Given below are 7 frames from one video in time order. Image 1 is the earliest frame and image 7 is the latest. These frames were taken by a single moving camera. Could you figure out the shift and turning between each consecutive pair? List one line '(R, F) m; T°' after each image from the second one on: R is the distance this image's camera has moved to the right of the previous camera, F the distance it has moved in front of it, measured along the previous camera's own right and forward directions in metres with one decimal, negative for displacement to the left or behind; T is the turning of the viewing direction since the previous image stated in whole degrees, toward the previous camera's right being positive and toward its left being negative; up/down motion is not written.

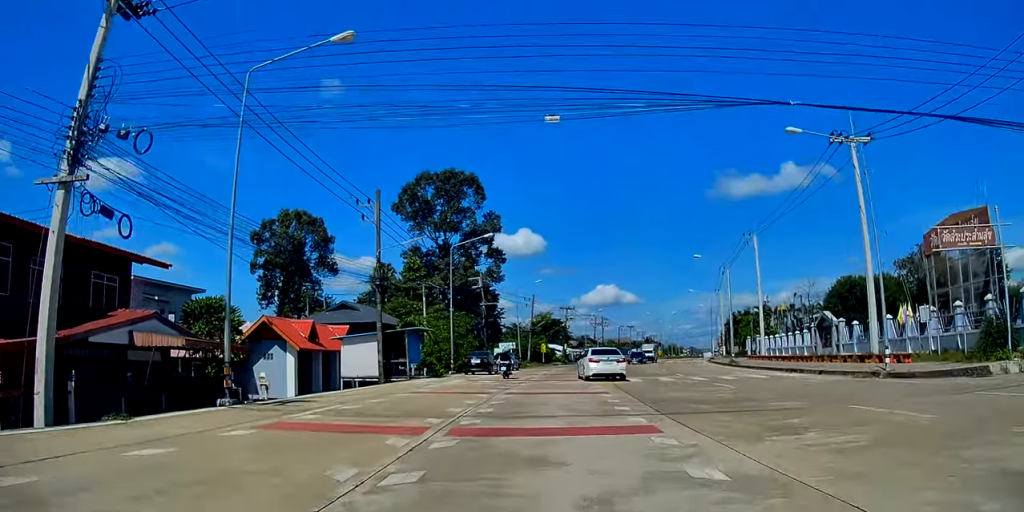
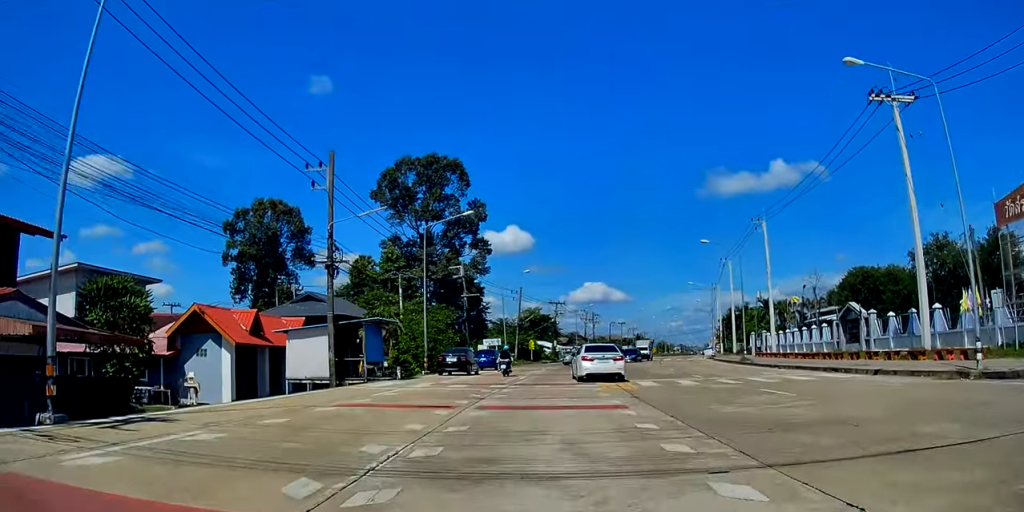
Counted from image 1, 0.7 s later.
(0.0, +5.4) m; +2°
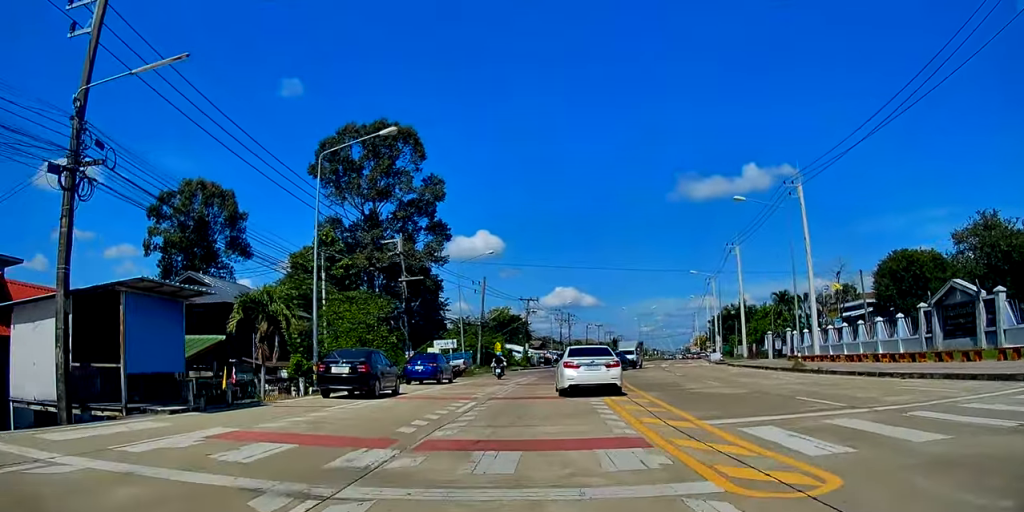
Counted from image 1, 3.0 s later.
(+0.7, +14.2) m; -1°
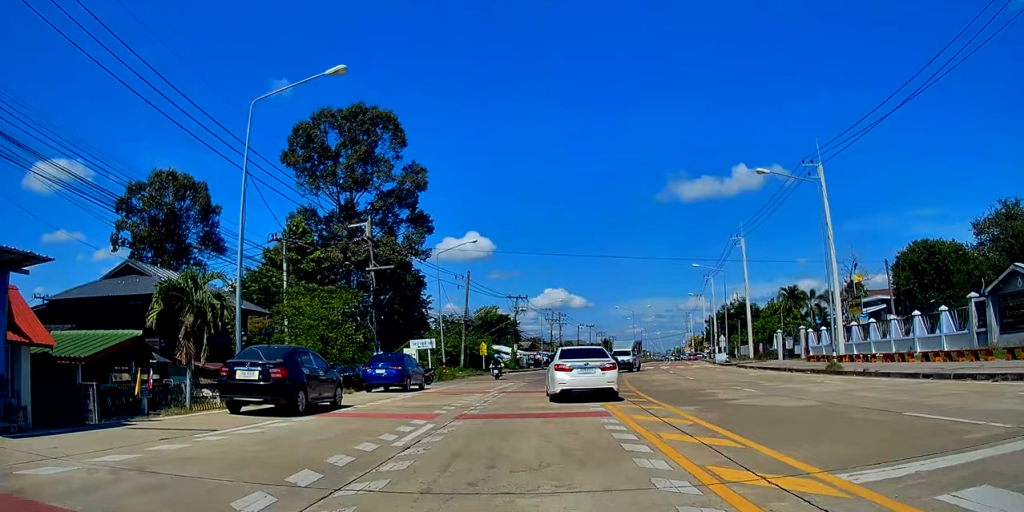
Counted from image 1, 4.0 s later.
(-0.5, +5.2) m; -1°
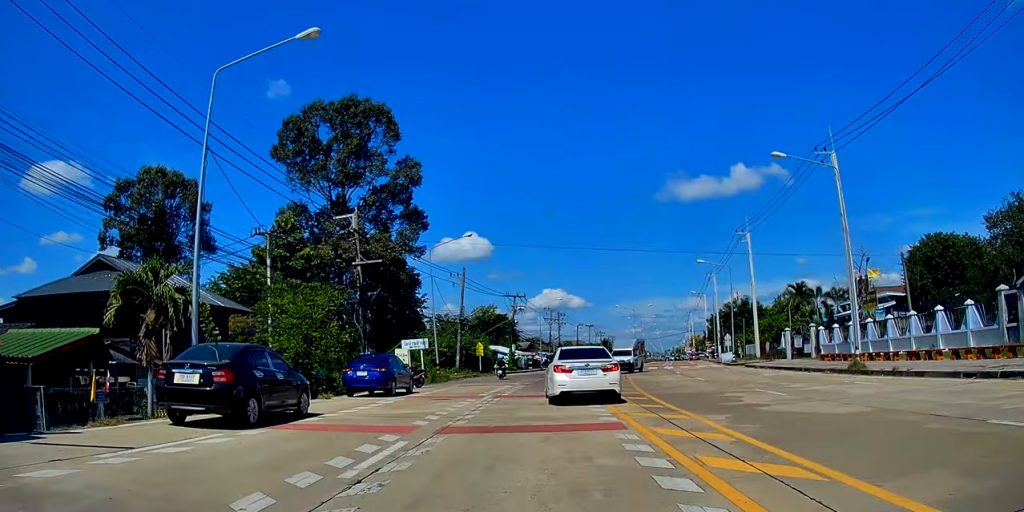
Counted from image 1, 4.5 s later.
(-0.1, +2.1) m; +3°
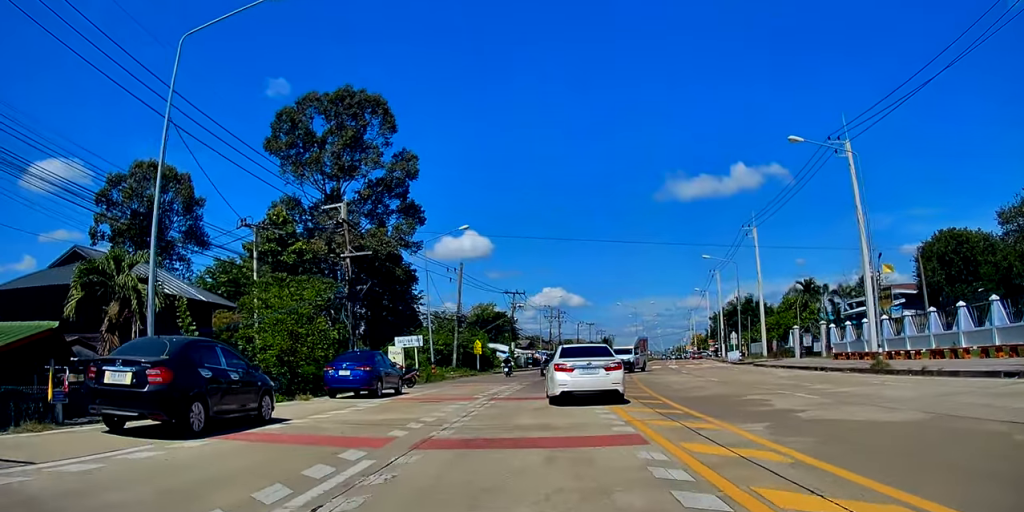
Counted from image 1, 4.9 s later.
(+0.3, +1.8) m; +5°
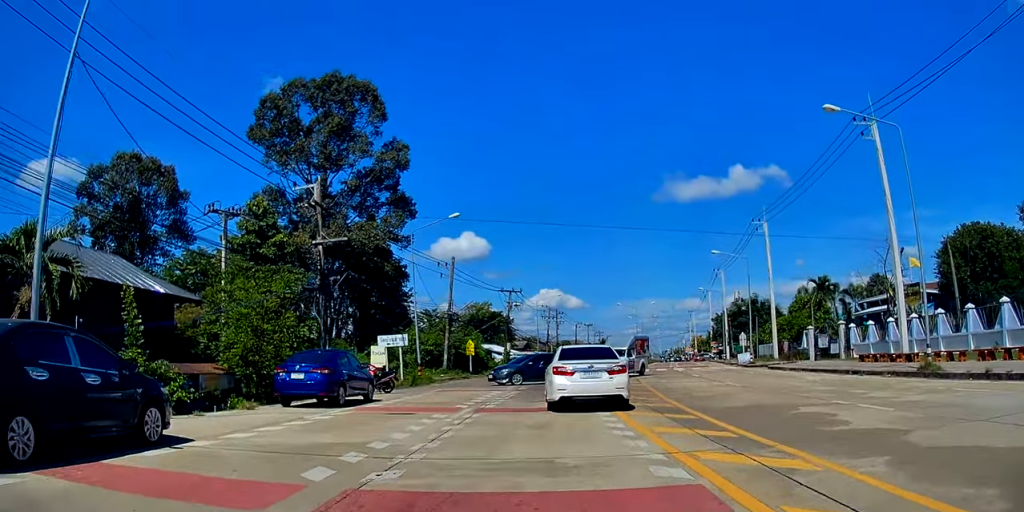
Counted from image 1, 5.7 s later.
(+0.3, +3.4) m; +6°
